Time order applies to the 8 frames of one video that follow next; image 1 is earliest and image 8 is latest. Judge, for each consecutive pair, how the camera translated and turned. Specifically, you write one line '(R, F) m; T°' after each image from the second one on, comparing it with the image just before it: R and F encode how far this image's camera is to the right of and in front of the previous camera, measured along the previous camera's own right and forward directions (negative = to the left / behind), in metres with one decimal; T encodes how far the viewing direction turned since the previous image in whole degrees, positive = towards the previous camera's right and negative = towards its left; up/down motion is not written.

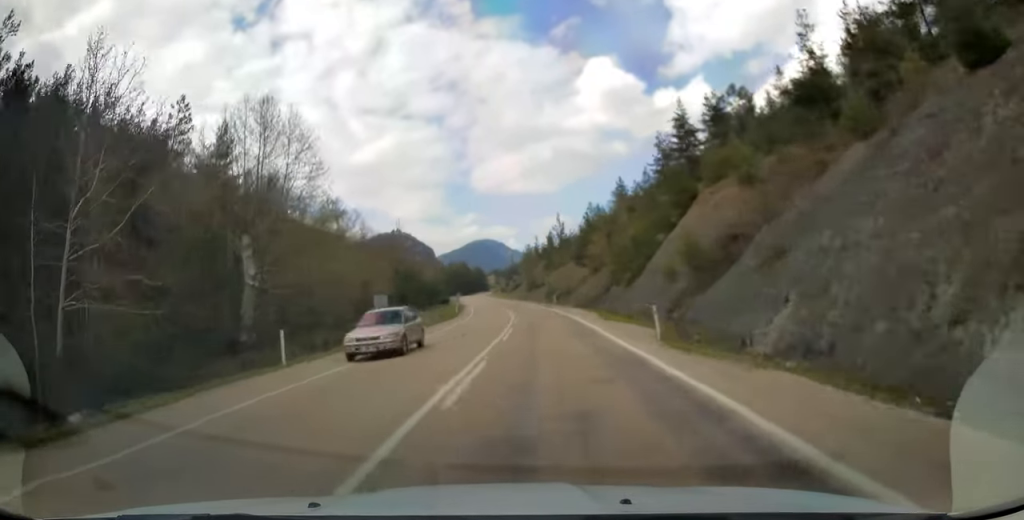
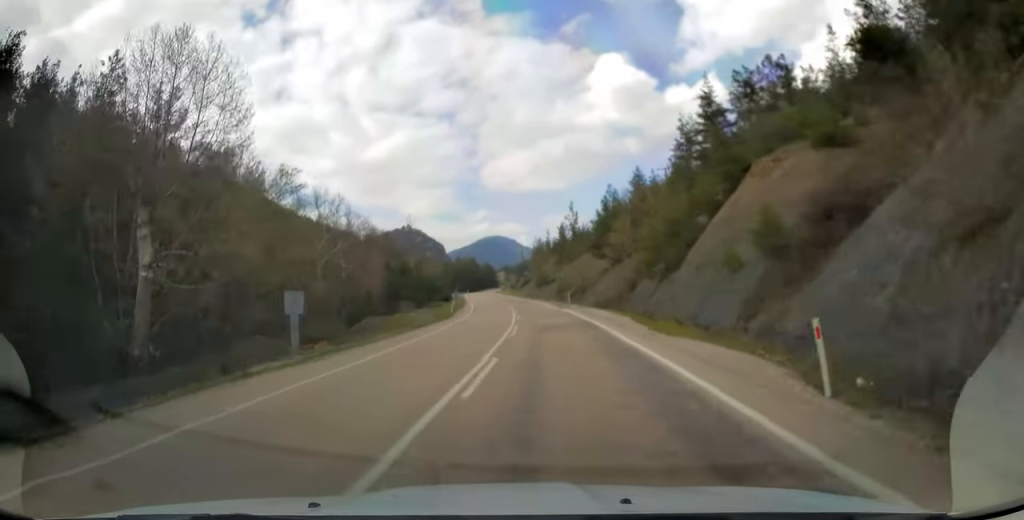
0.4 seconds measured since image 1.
(-0.1, +10.5) m; -1°
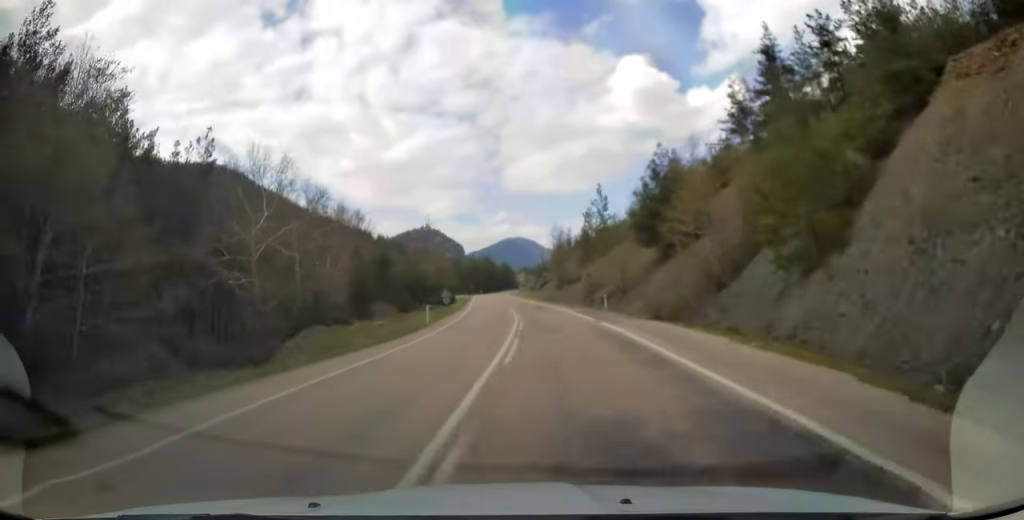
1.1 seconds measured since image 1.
(-0.2, +19.2) m; -2°
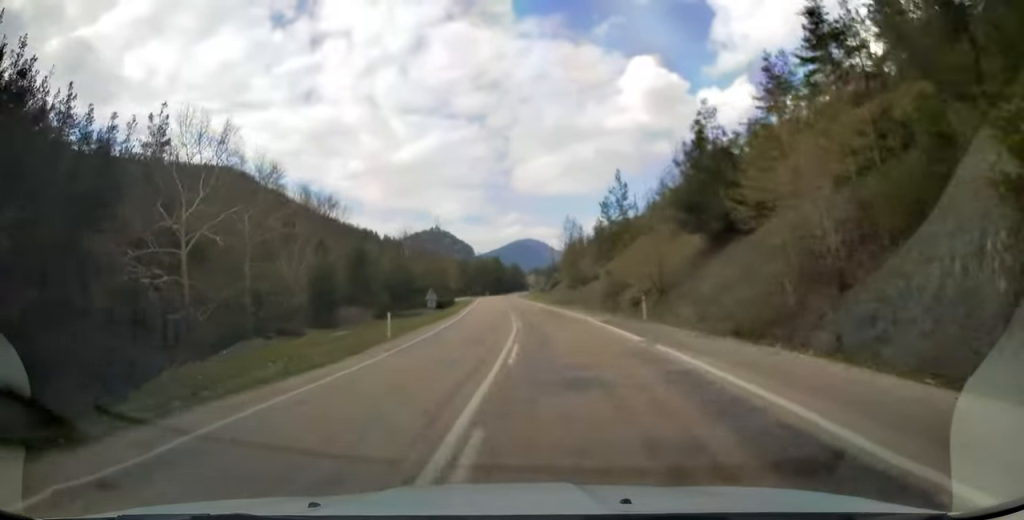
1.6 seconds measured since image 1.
(-0.2, +11.3) m; -1°
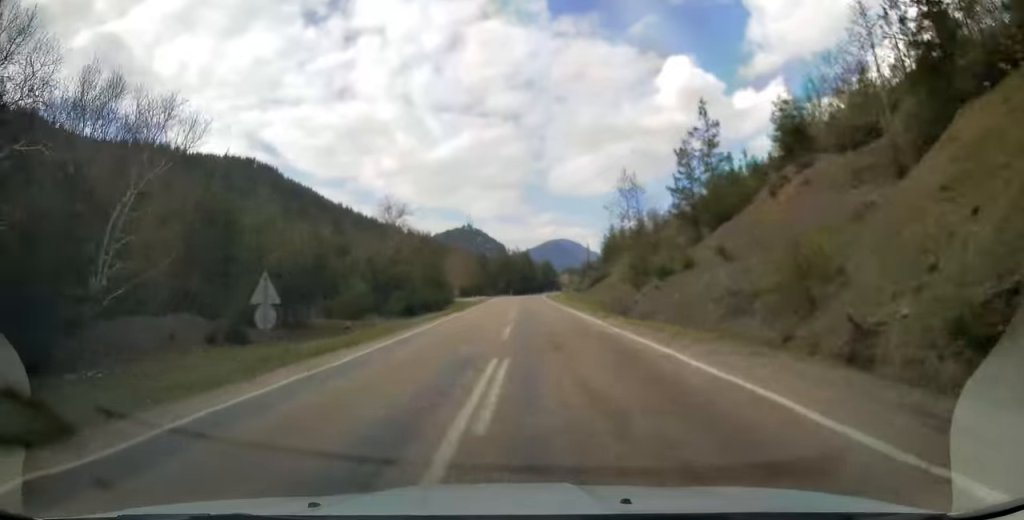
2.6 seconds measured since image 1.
(-0.7, +27.7) m; -2°
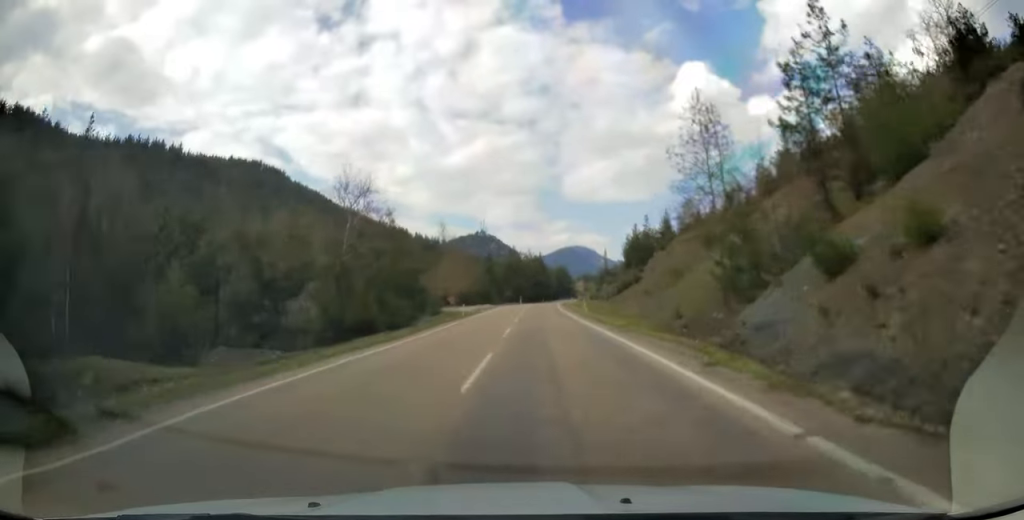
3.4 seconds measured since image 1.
(-0.3, +19.9) m; -1°
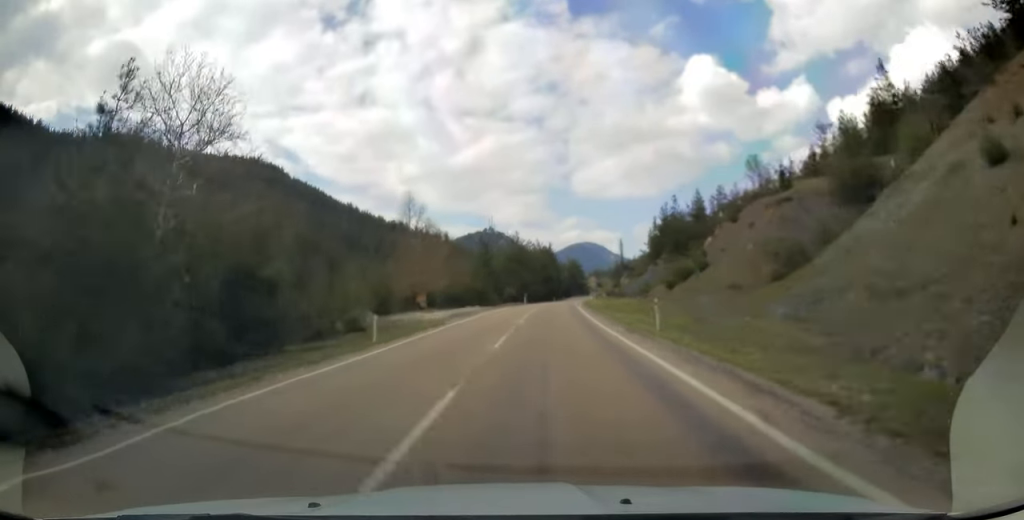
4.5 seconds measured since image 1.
(-0.4, +27.7) m; -1°
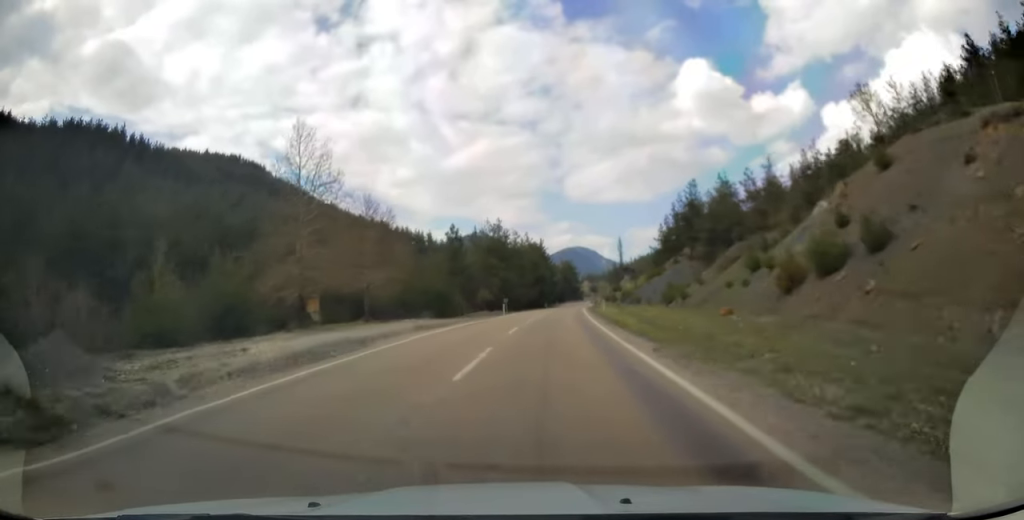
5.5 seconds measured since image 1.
(0.0, +27.6) m; +1°
